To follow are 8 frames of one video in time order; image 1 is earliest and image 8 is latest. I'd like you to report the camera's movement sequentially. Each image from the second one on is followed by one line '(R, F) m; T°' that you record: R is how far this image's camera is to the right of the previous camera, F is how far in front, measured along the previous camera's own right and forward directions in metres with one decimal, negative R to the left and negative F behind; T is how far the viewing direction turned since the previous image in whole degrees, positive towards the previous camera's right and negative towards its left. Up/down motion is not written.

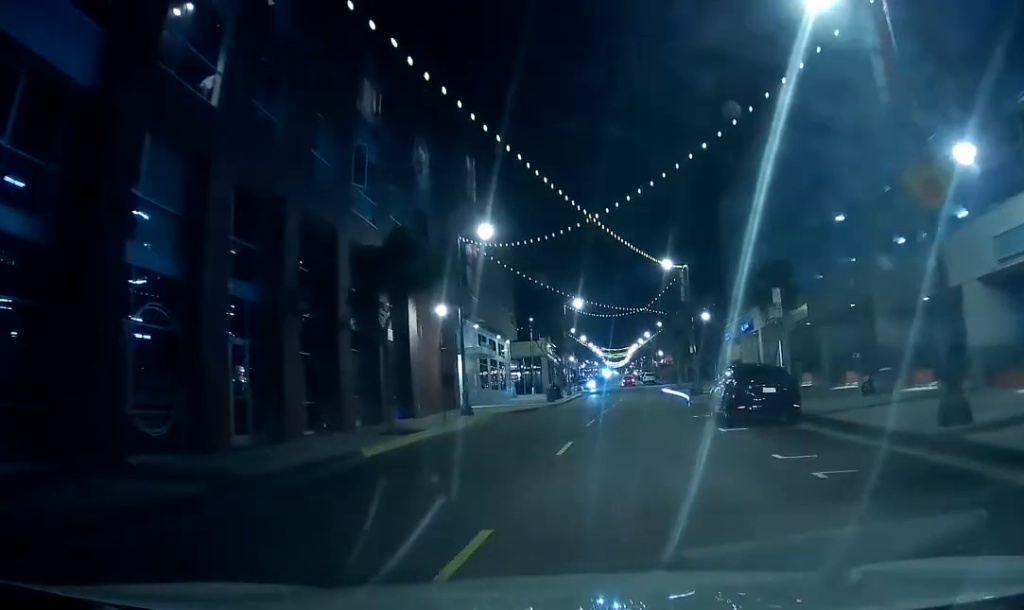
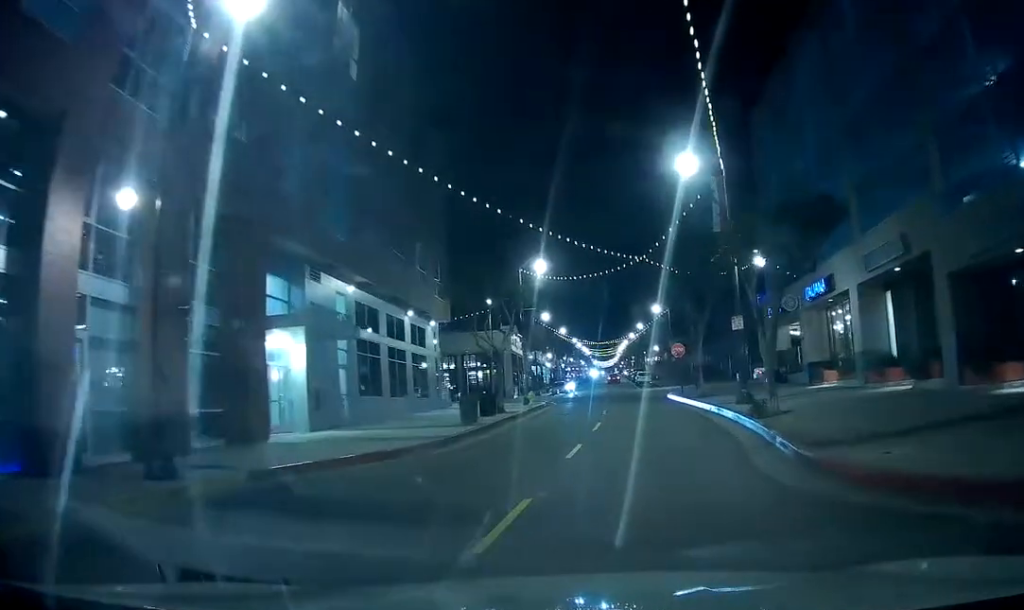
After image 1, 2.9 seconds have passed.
(+0.2, +24.0) m; -5°
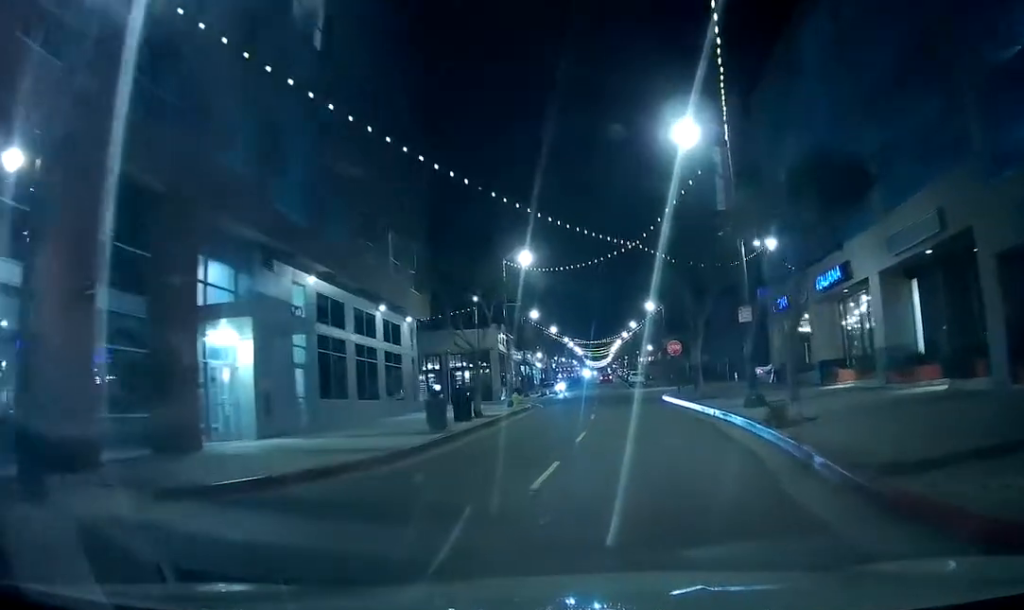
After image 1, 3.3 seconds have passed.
(-0.1, +3.5) m; 0°
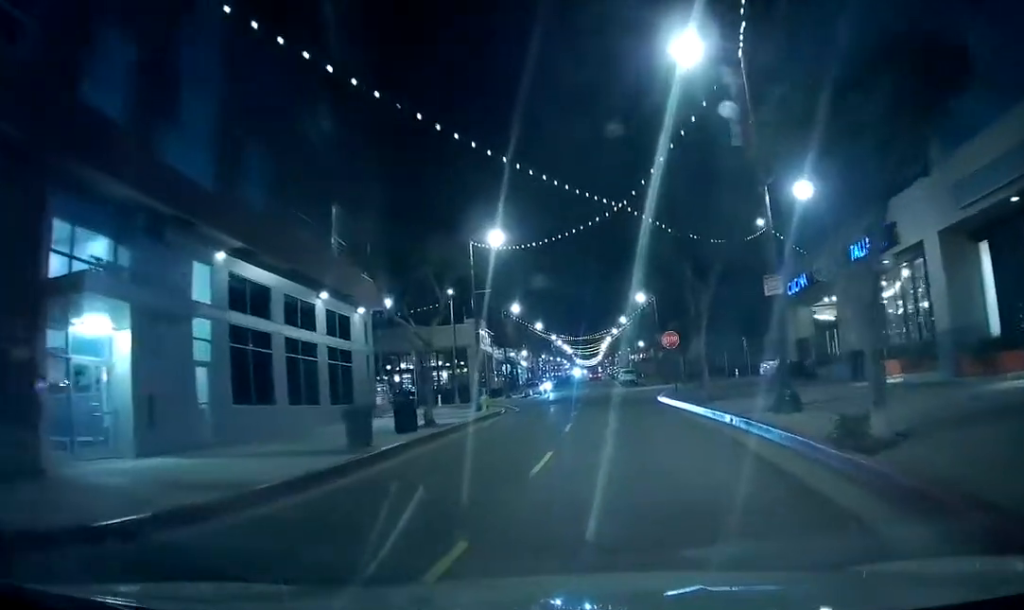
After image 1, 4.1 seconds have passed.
(-0.3, +6.5) m; +1°
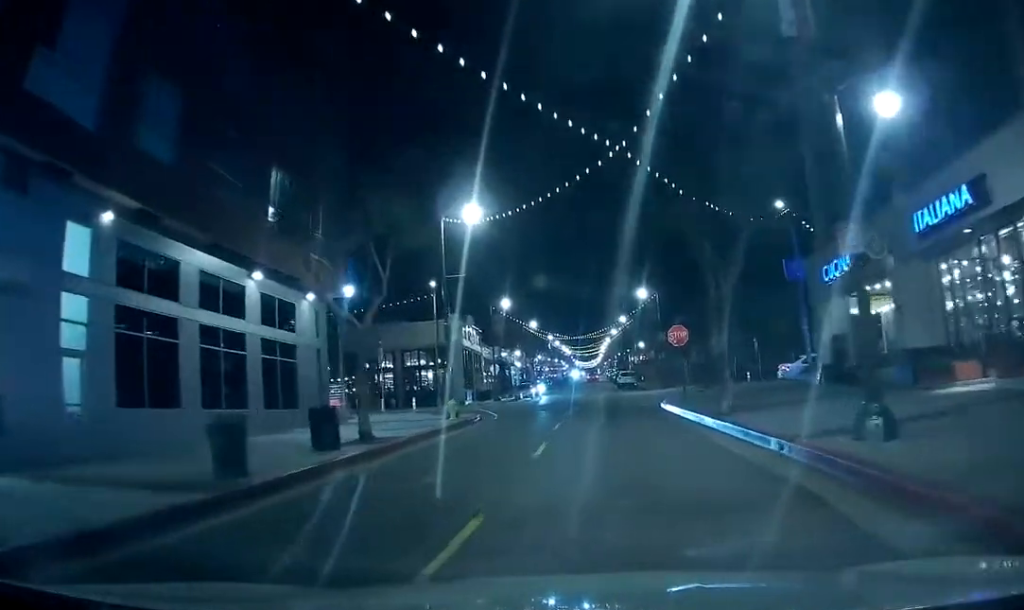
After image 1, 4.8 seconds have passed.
(+0.4, +6.5) m; +3°
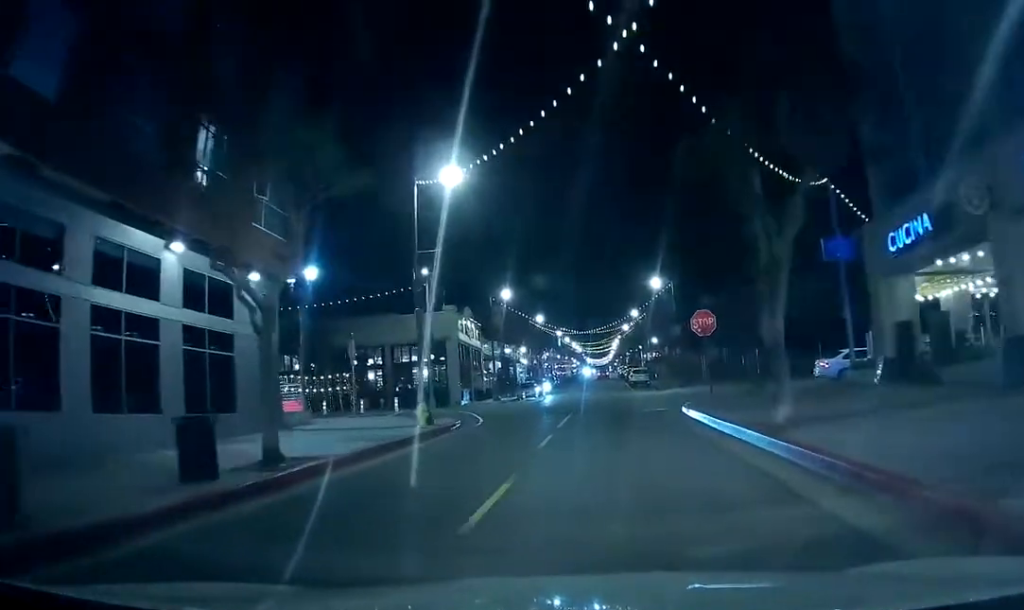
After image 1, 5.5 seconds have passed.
(+0.1, +6.1) m; +2°
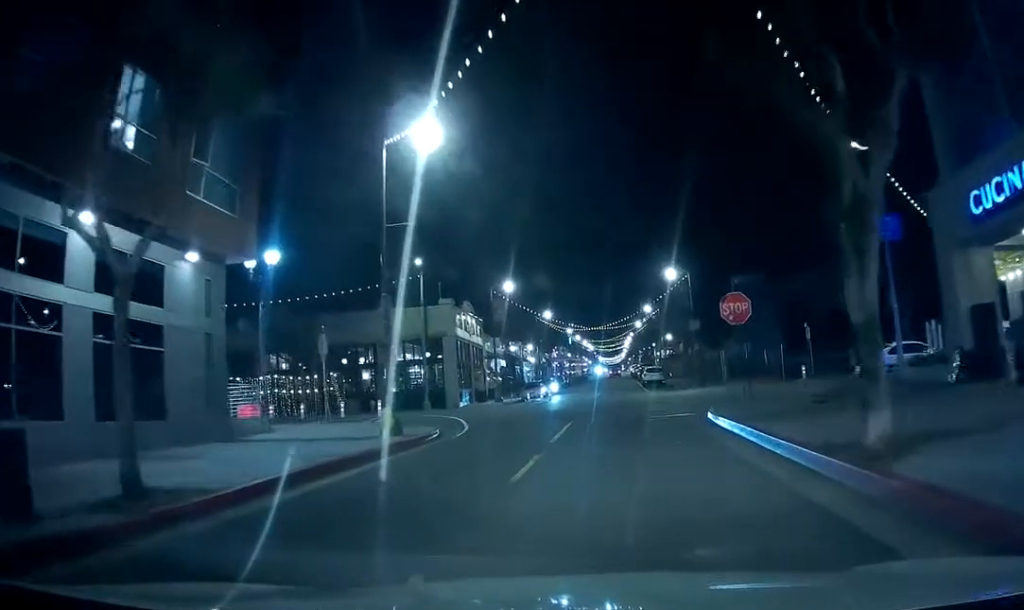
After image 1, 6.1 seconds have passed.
(0.0, +5.4) m; +1°
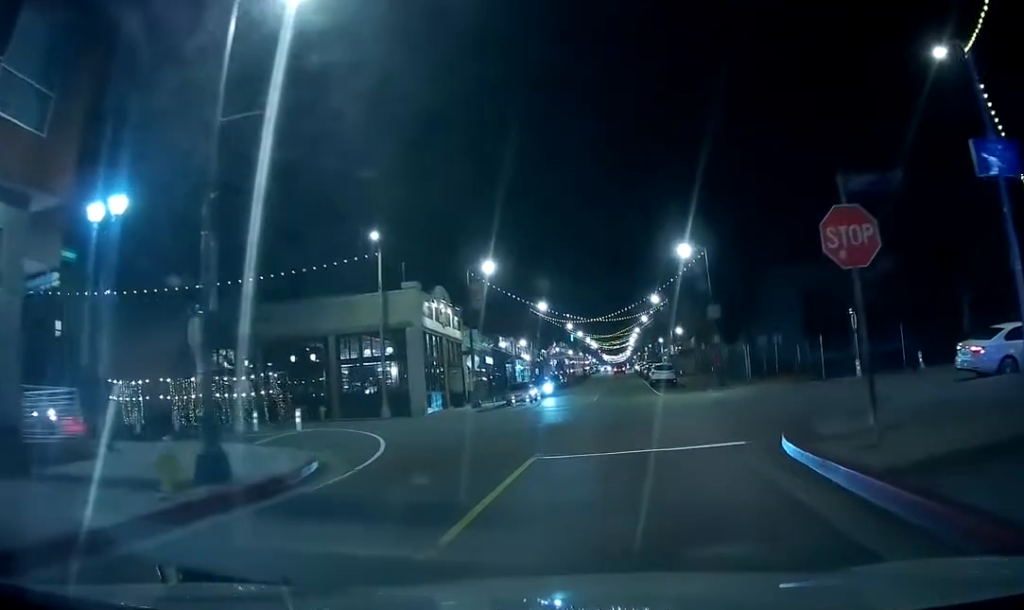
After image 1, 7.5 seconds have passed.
(+0.2, +10.8) m; 0°
